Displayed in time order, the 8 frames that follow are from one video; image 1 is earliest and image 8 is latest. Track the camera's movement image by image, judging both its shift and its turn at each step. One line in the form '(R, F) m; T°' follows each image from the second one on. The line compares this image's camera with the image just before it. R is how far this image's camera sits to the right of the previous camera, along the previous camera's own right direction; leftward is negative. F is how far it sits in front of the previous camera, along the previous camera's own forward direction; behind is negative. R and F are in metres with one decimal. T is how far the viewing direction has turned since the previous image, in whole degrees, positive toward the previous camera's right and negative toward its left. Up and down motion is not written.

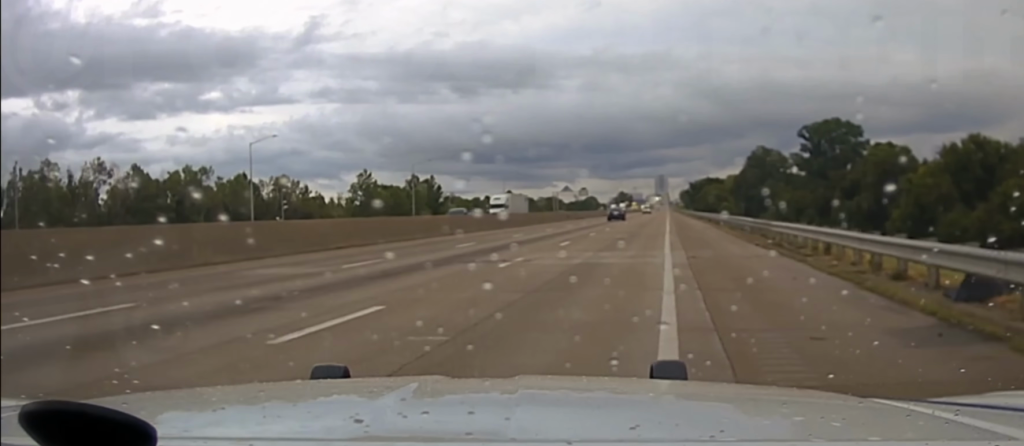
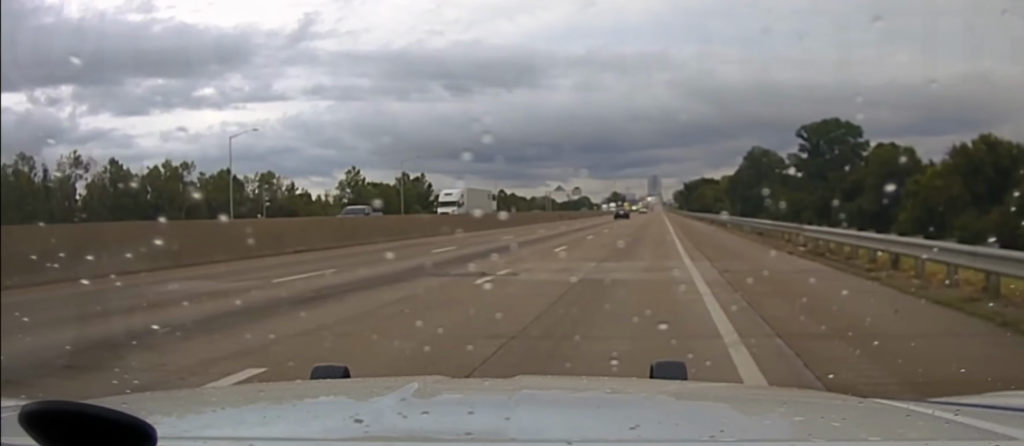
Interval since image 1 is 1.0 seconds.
(-0.2, +6.4) m; 0°
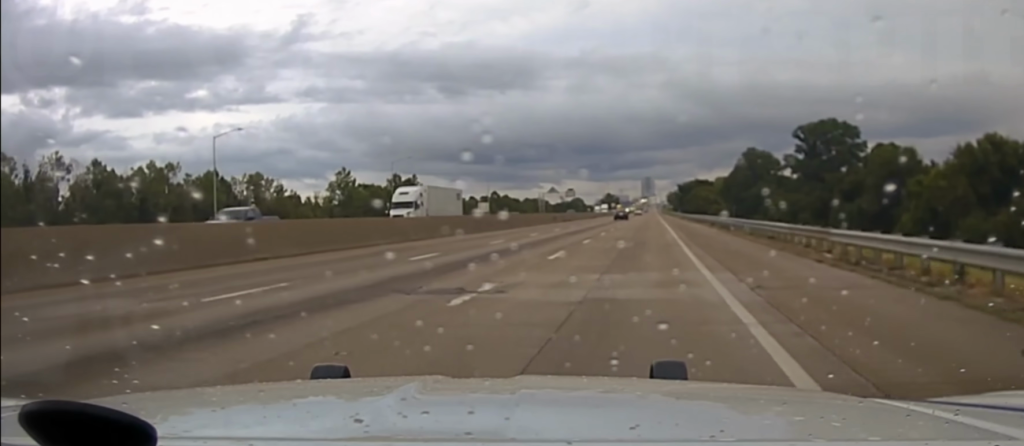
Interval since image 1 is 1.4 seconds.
(0.0, +3.9) m; +1°
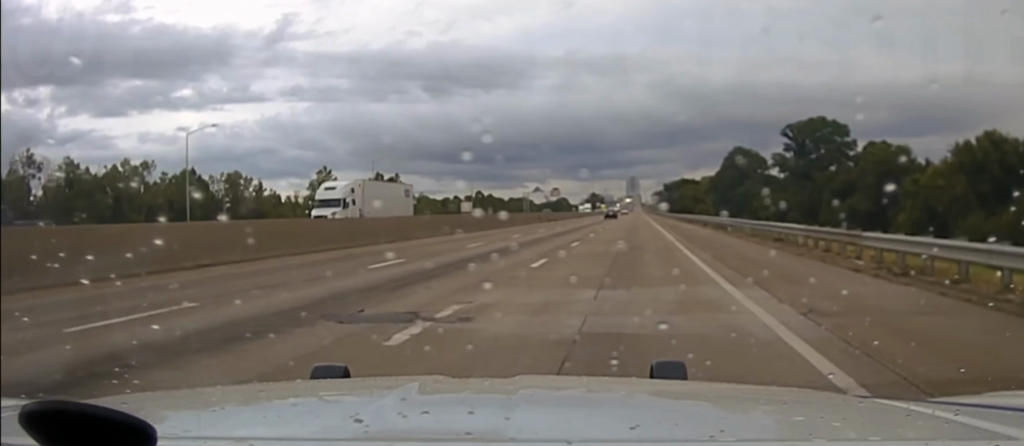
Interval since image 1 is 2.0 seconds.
(+0.1, +5.6) m; +2°
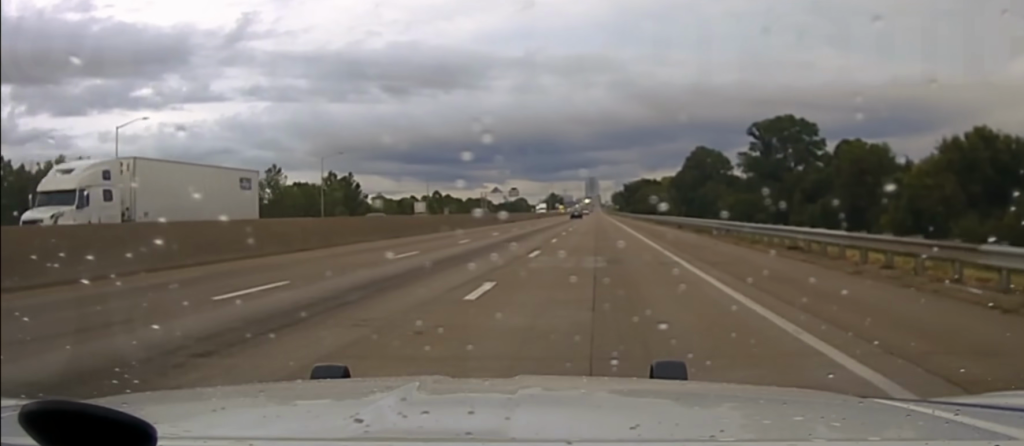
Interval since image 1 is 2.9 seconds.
(+0.3, +9.8) m; +2°
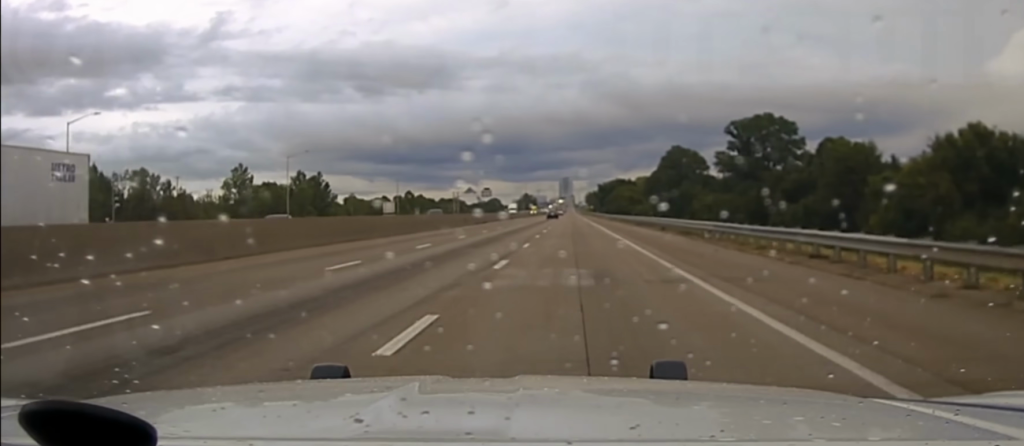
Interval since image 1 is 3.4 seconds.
(+0.1, +5.7) m; 0°
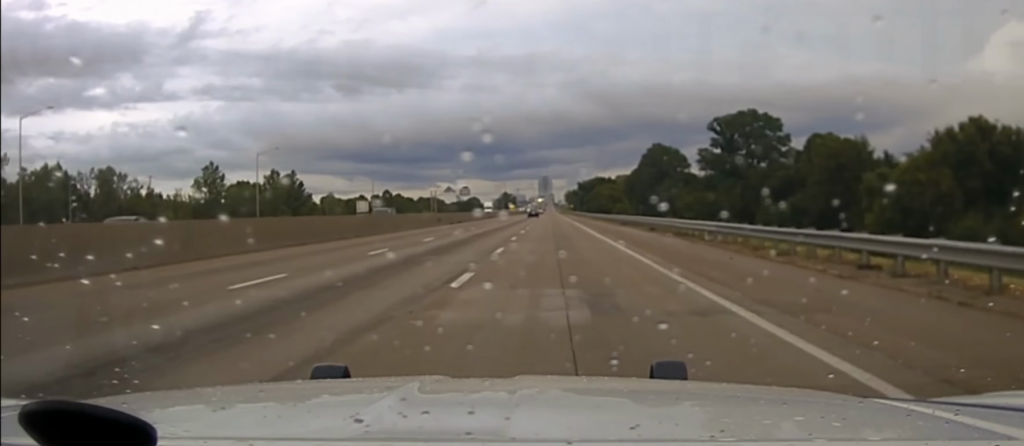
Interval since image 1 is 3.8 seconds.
(0.0, +5.1) m; -1°
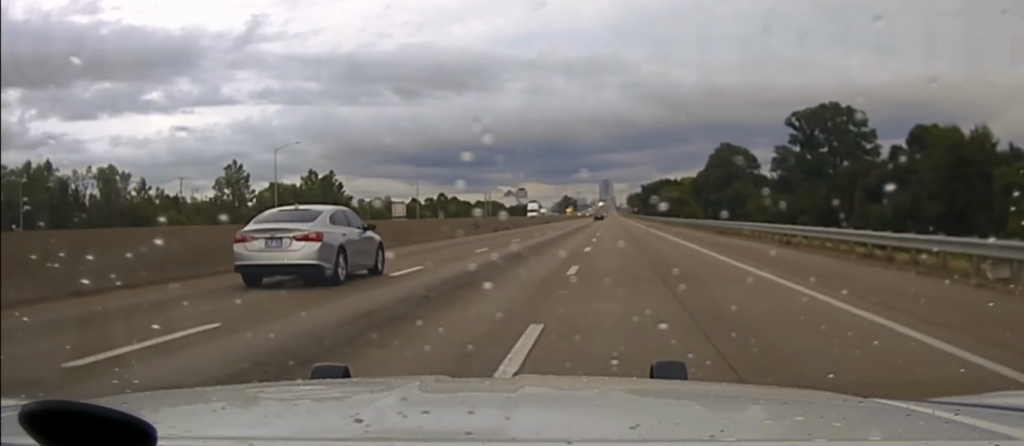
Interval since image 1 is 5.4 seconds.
(-0.5, +18.1) m; -3°
